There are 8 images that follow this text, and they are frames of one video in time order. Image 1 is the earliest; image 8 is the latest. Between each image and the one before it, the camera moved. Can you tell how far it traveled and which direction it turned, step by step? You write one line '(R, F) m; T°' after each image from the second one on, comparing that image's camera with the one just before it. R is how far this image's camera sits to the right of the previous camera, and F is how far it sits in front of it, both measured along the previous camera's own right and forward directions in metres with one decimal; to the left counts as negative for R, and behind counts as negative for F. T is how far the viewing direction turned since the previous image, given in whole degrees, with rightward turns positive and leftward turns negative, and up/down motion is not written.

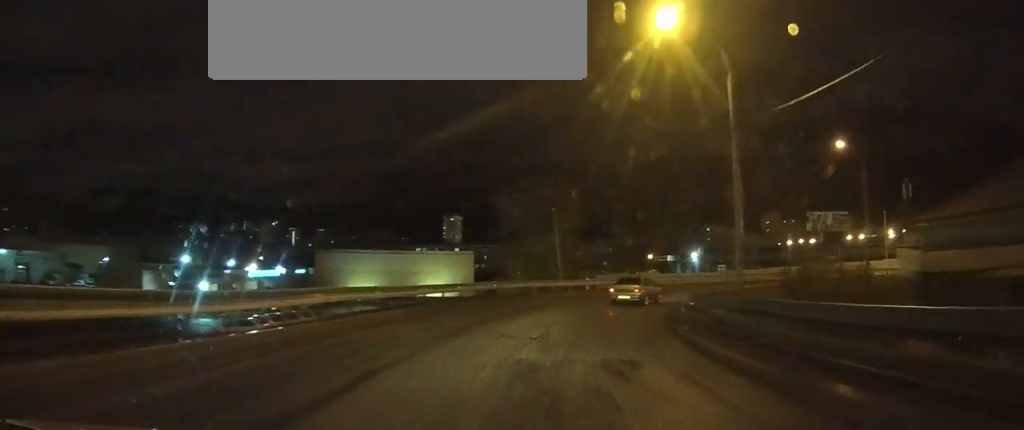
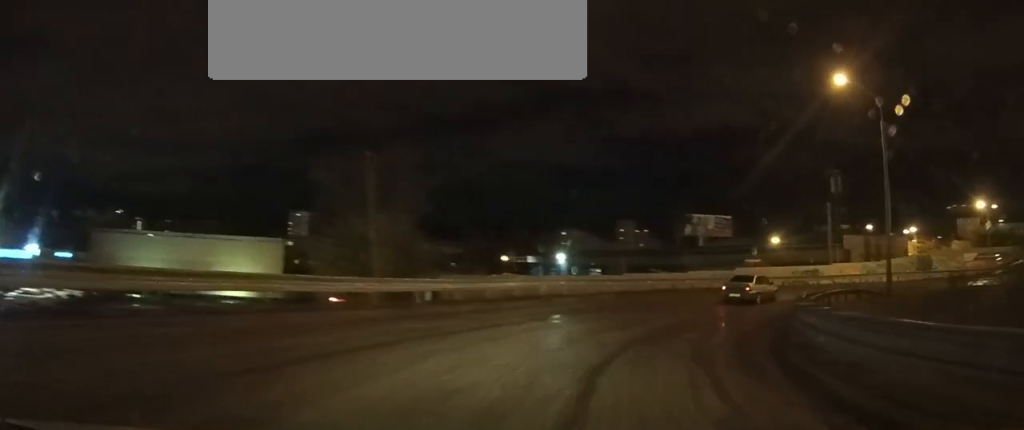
(+2.6, +20.9) m; +18°
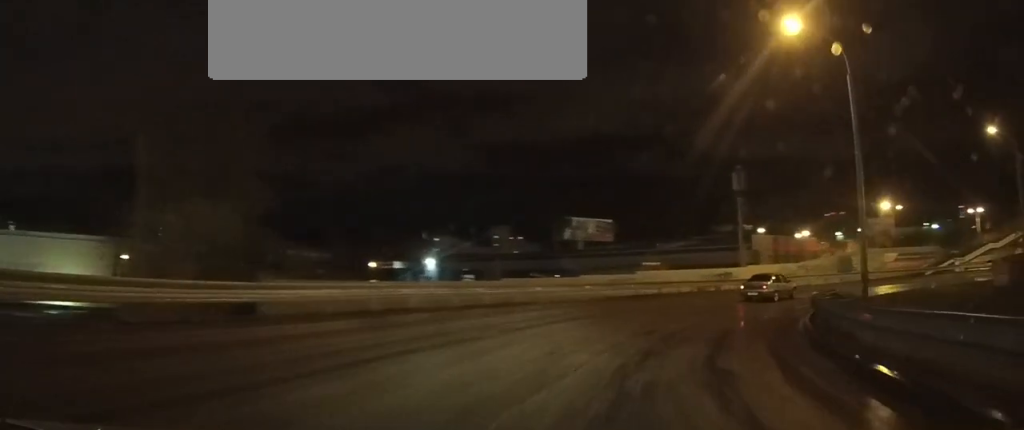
(+0.7, +9.2) m; +11°
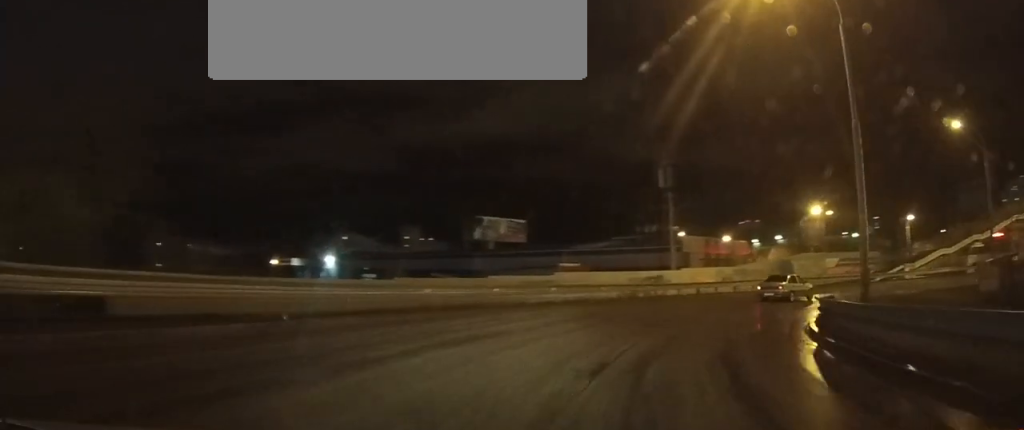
(+0.5, +6.5) m; +9°
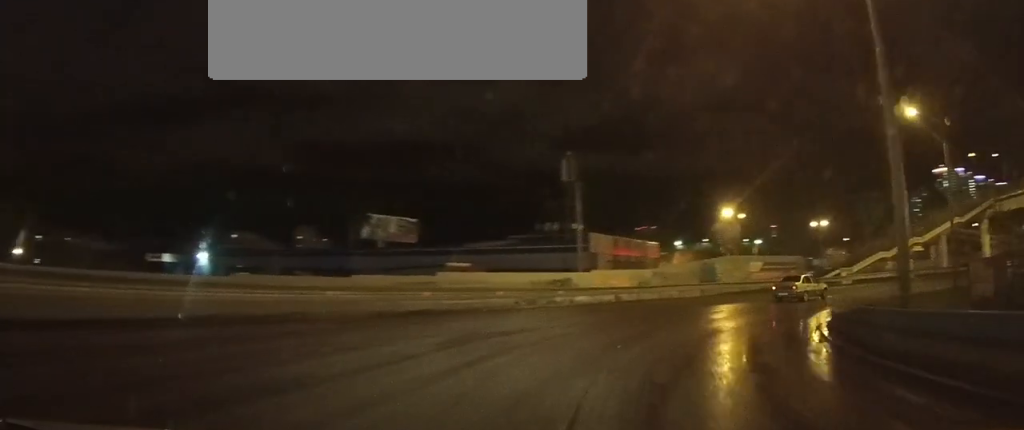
(+0.7, +7.1) m; +9°
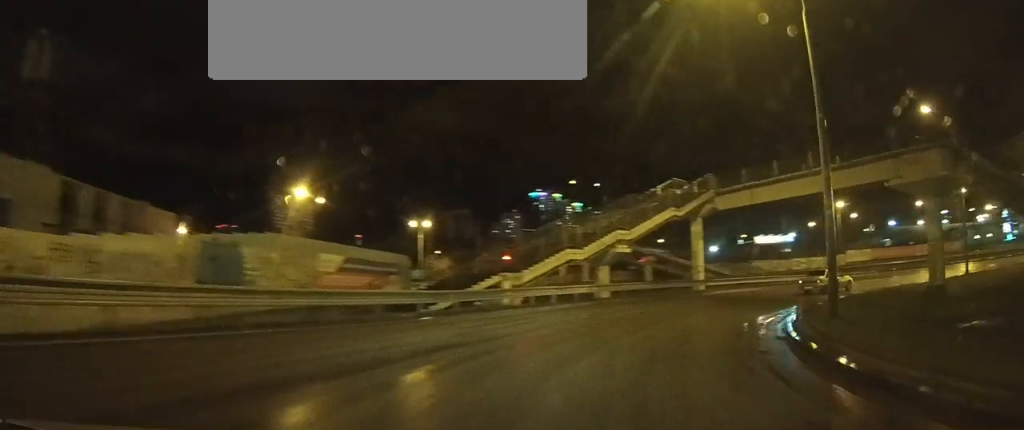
(+7.1, +25.3) m; +44°
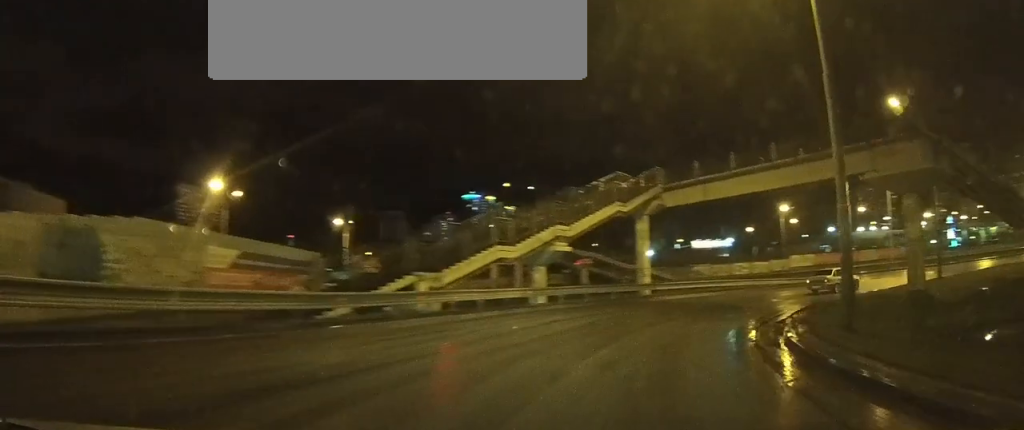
(+0.5, +4.5) m; +9°
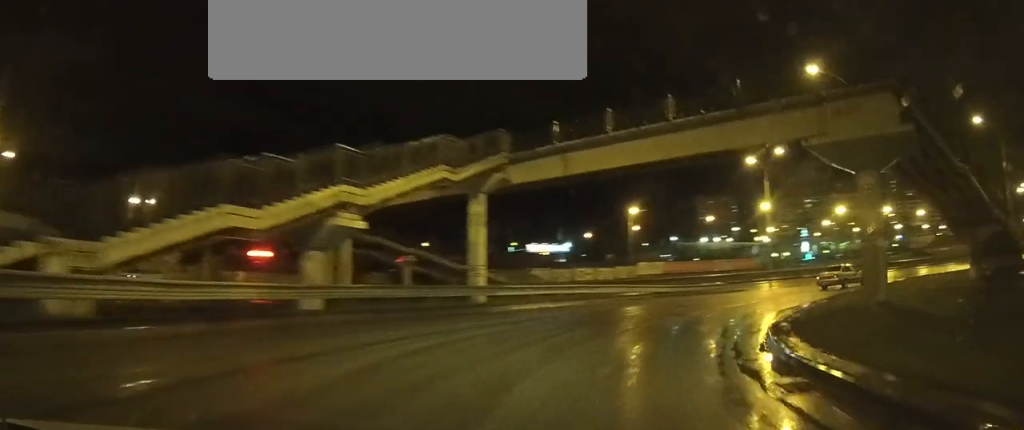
(+2.5, +11.2) m; +15°
